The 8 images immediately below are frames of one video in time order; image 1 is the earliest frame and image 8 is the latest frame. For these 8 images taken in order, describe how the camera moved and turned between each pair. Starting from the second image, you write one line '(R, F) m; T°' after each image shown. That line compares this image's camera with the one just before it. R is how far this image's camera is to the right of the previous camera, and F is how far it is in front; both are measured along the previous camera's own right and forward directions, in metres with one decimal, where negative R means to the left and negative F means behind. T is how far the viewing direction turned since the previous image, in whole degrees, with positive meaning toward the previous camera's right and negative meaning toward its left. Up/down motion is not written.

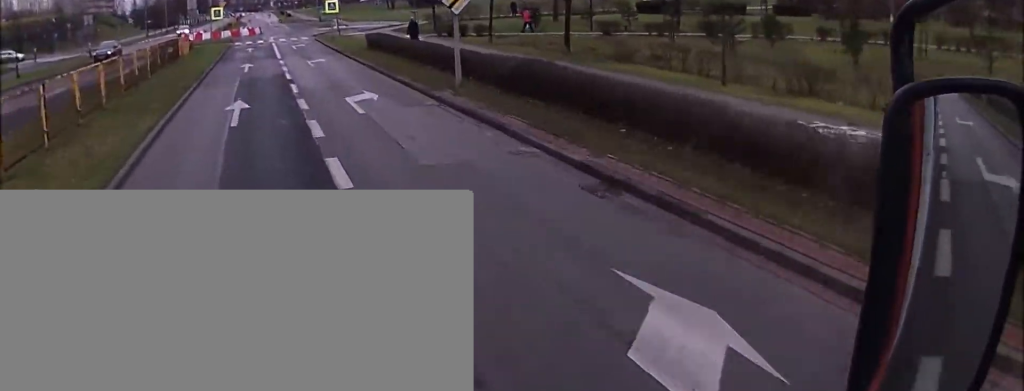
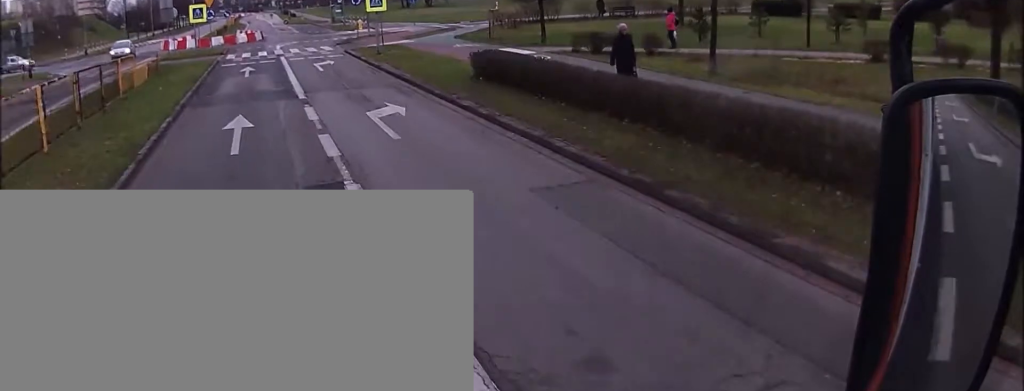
(+0.3, +19.0) m; 0°
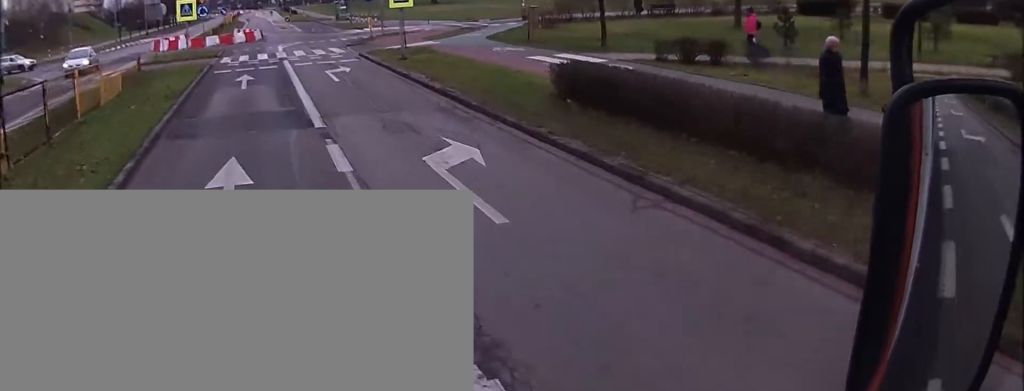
(0.0, +6.0) m; -1°
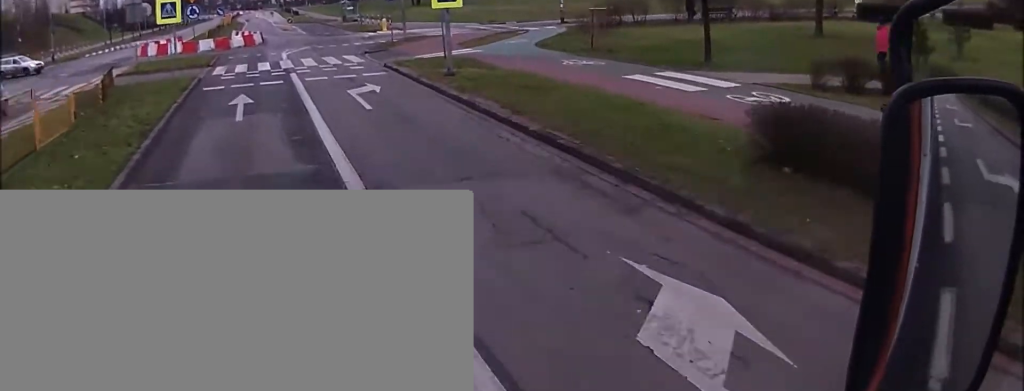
(-0.1, +6.7) m; -1°
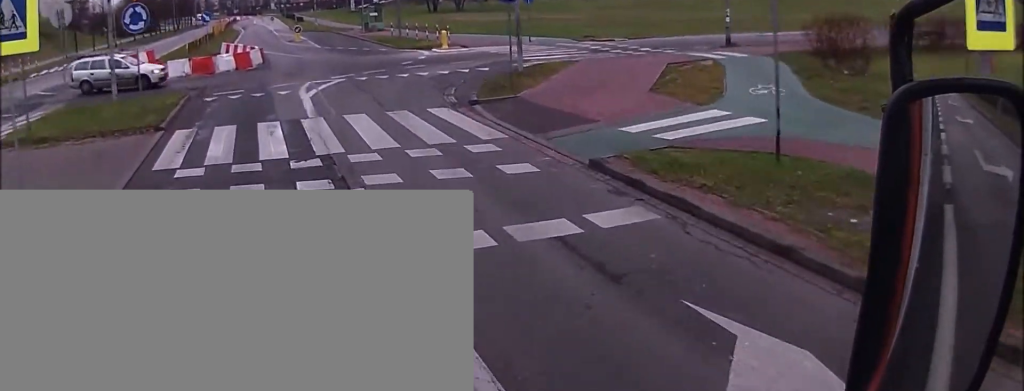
(+0.2, +17.4) m; +3°
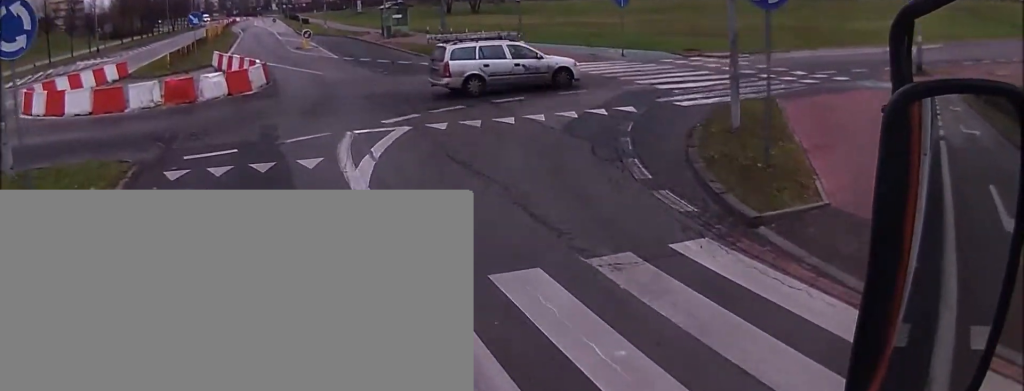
(+0.3, +11.1) m; -16°
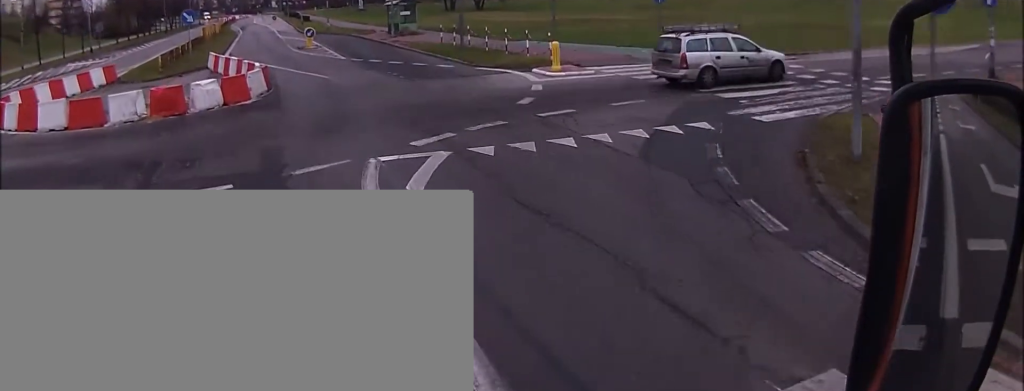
(-0.6, +3.1) m; -7°
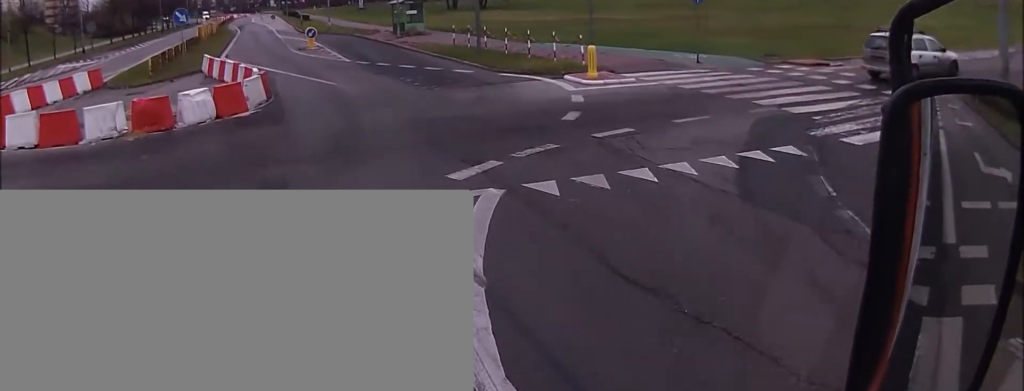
(-1.4, +3.2) m; -5°
